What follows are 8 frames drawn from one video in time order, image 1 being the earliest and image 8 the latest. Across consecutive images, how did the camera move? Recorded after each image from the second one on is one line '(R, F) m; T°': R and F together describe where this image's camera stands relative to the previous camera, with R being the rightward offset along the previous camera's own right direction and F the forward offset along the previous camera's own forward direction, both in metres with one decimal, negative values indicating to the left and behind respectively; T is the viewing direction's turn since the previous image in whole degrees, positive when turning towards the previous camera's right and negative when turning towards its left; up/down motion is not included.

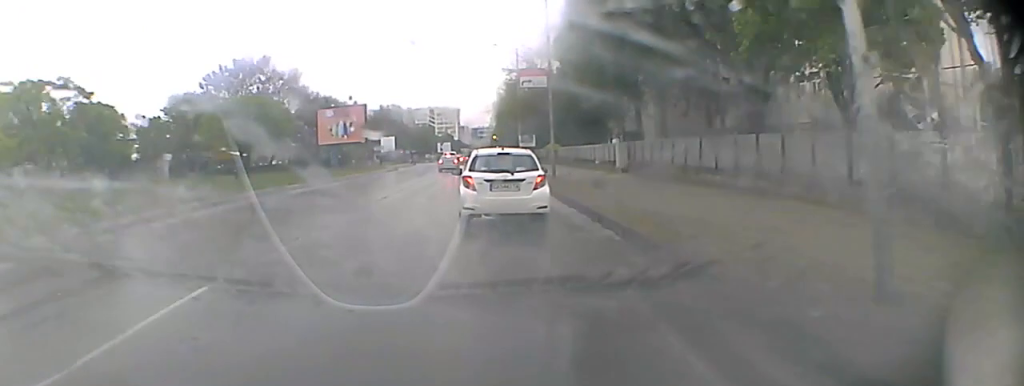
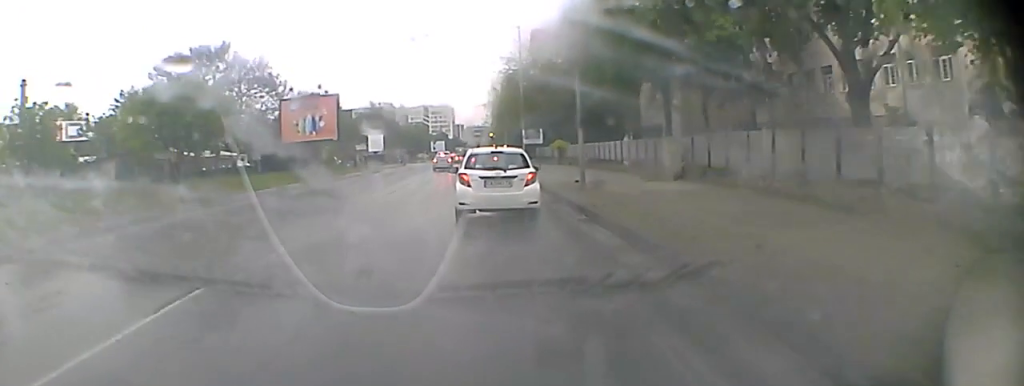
(0.0, +10.7) m; 0°
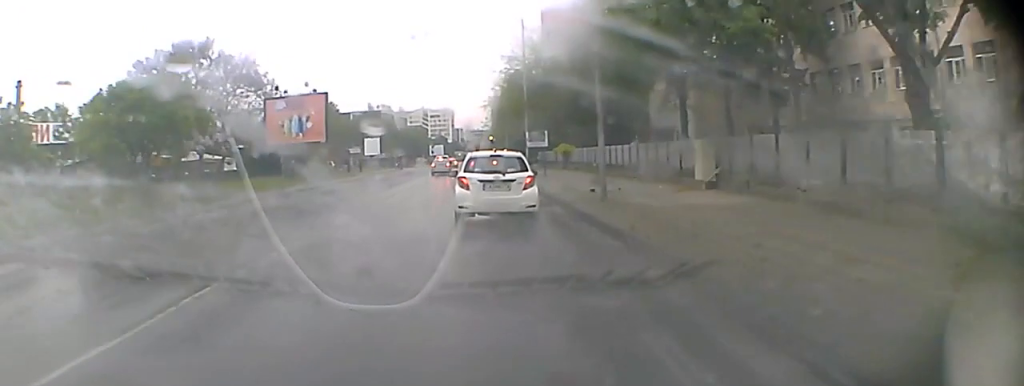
(0.0, +3.9) m; 0°
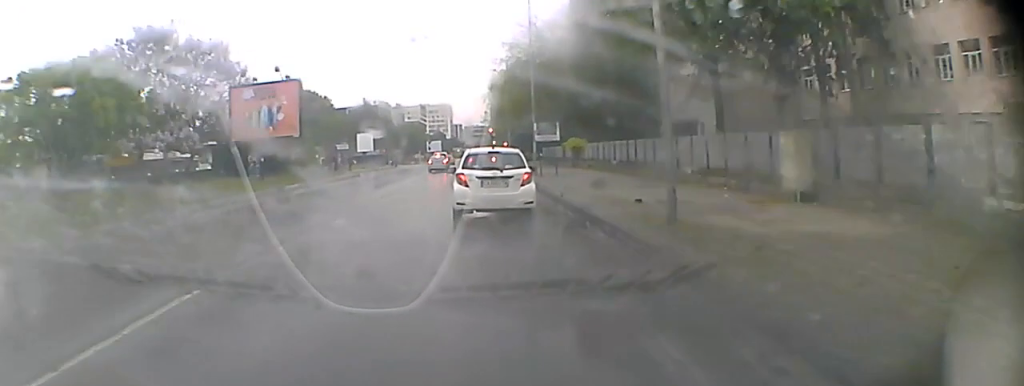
(0.0, +6.9) m; 0°
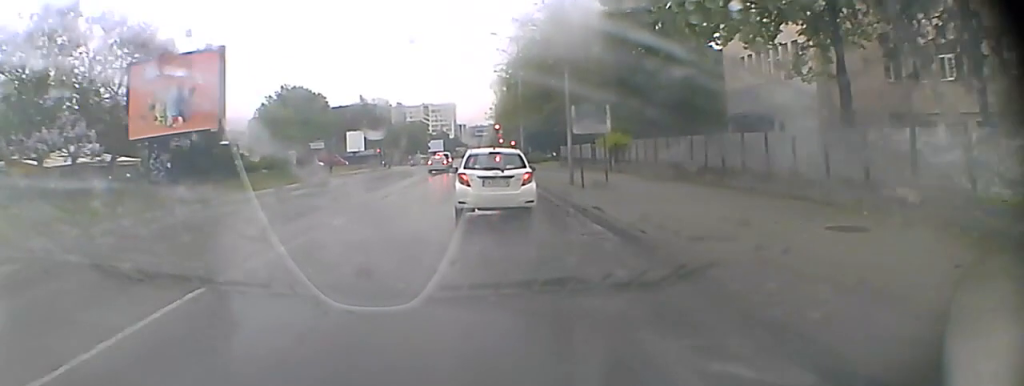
(-0.1, +13.6) m; -1°
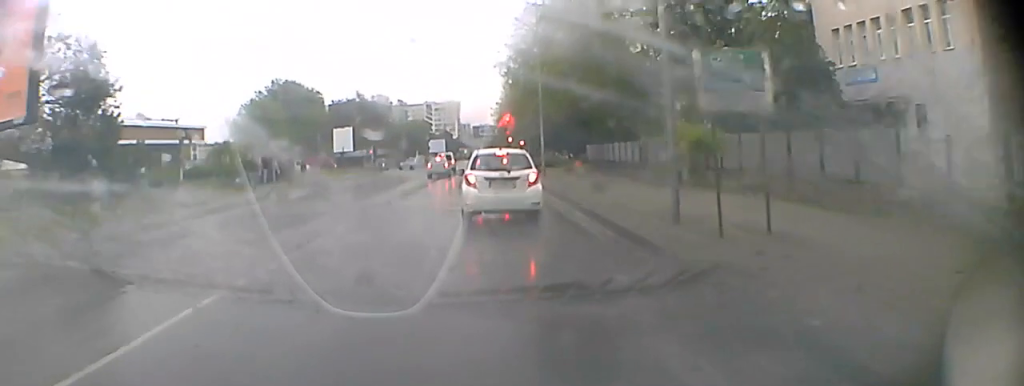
(-0.1, +10.9) m; 0°
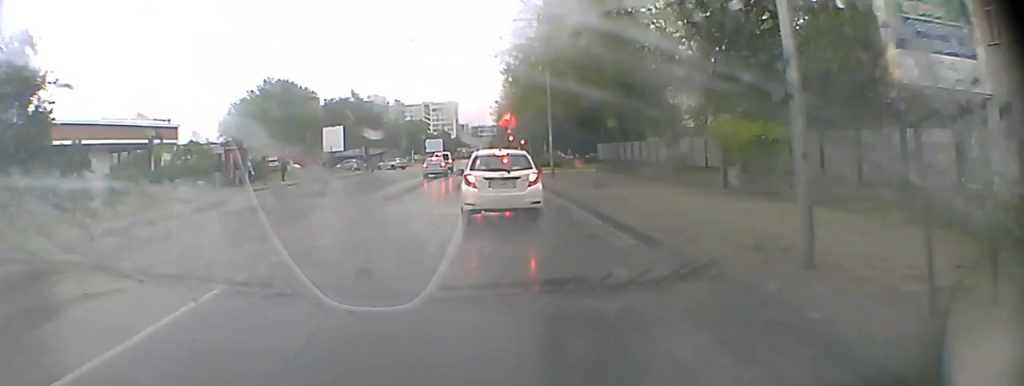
(0.0, +3.6) m; 0°
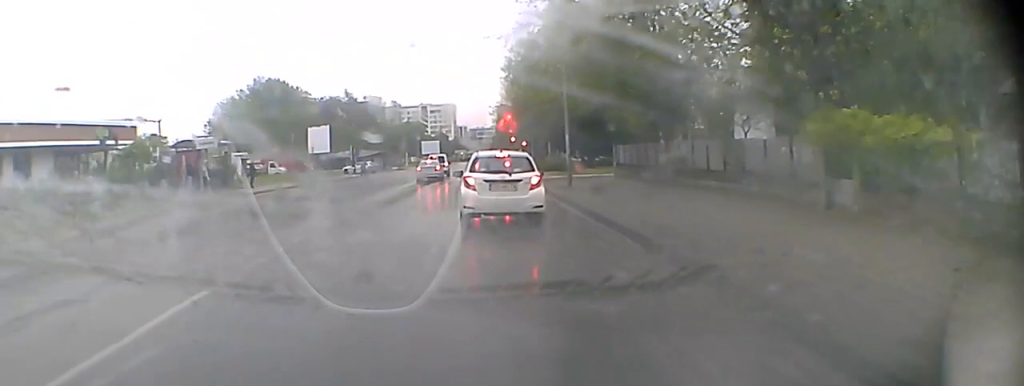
(0.0, +4.3) m; +1°
